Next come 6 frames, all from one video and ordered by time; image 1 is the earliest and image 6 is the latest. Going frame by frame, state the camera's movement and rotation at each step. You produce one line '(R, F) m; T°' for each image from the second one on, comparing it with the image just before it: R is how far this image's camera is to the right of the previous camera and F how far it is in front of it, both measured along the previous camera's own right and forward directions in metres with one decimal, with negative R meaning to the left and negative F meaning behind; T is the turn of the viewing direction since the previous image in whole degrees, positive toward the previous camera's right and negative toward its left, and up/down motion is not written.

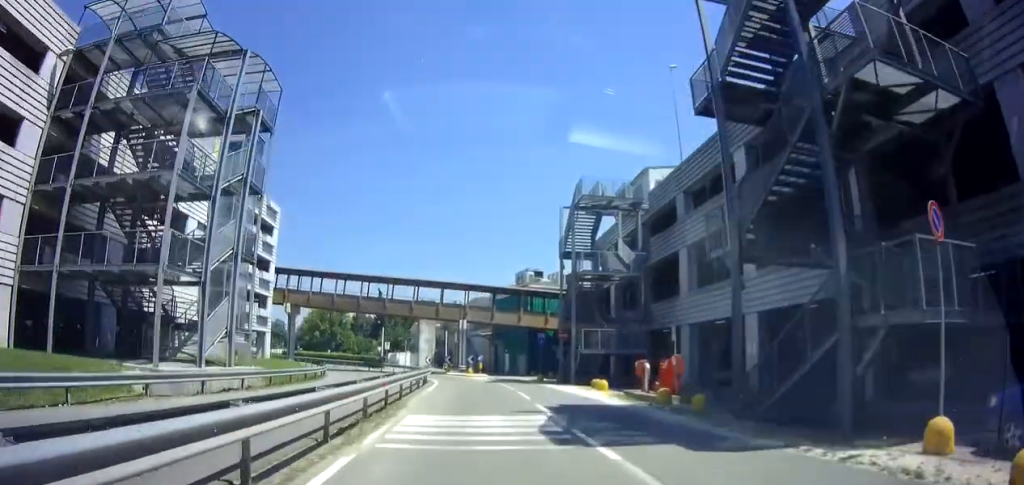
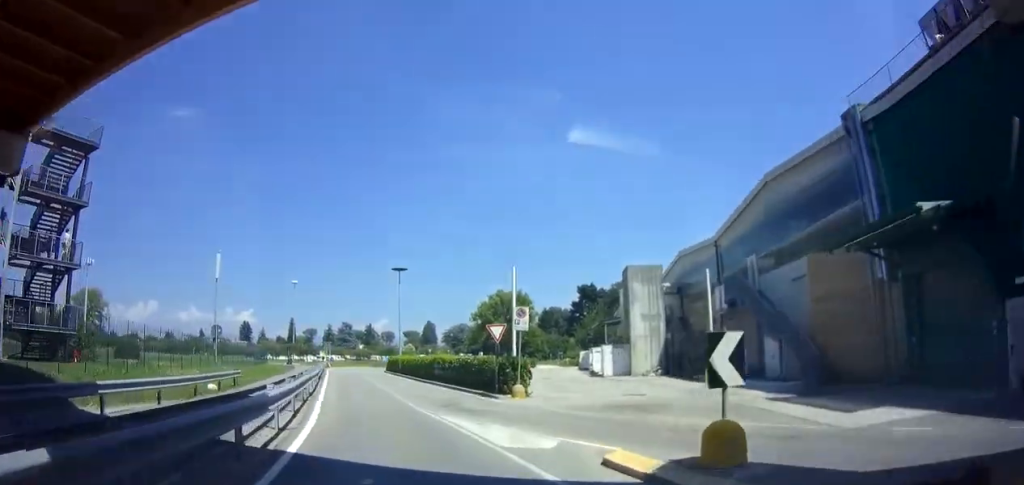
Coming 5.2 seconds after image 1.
(-11.4, +47.4) m; -34°
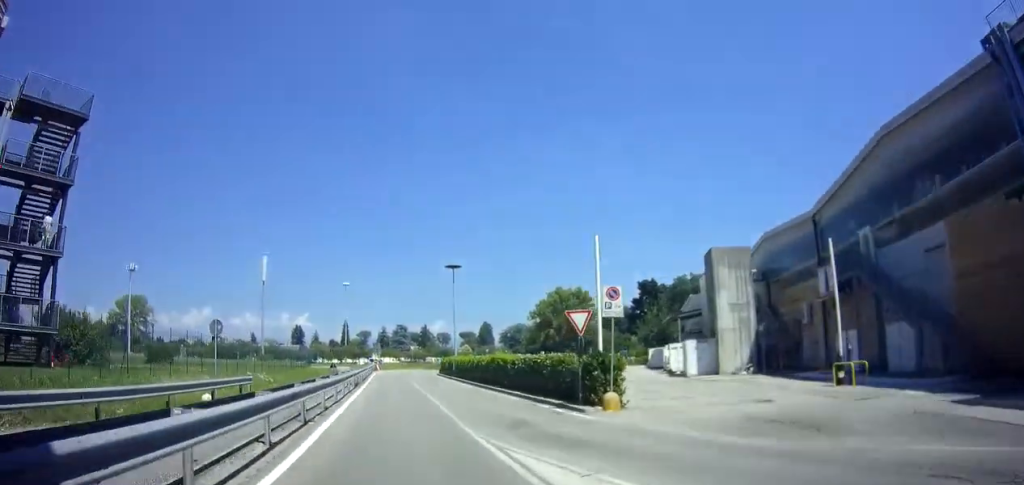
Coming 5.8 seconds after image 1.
(-0.1, +5.6) m; -2°
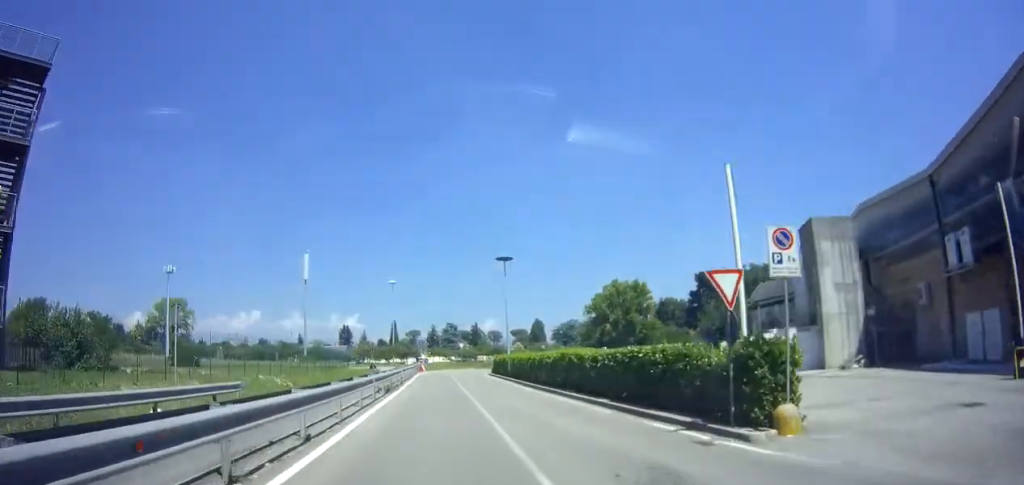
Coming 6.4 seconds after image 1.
(-0.1, +6.4) m; -1°
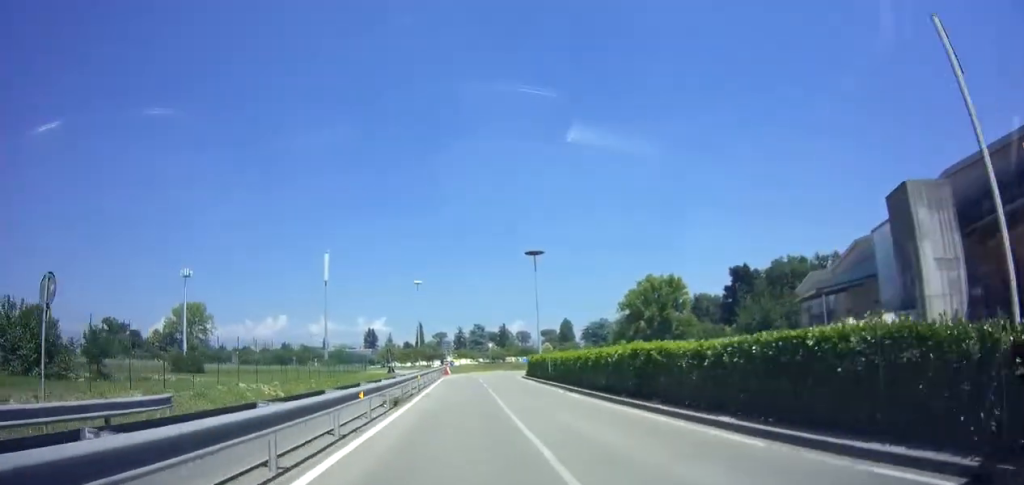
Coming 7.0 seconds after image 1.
(0.0, +6.1) m; -1°
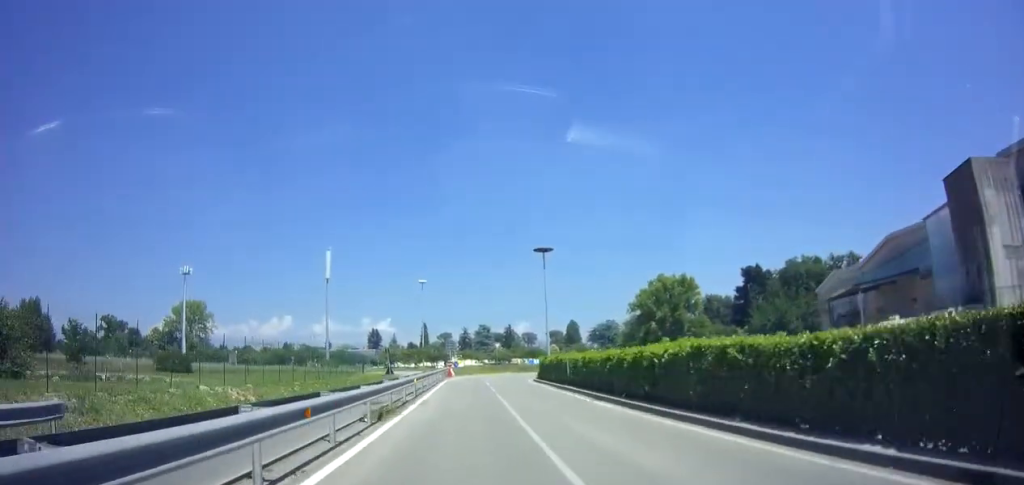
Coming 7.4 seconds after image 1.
(0.0, +4.5) m; -1°
